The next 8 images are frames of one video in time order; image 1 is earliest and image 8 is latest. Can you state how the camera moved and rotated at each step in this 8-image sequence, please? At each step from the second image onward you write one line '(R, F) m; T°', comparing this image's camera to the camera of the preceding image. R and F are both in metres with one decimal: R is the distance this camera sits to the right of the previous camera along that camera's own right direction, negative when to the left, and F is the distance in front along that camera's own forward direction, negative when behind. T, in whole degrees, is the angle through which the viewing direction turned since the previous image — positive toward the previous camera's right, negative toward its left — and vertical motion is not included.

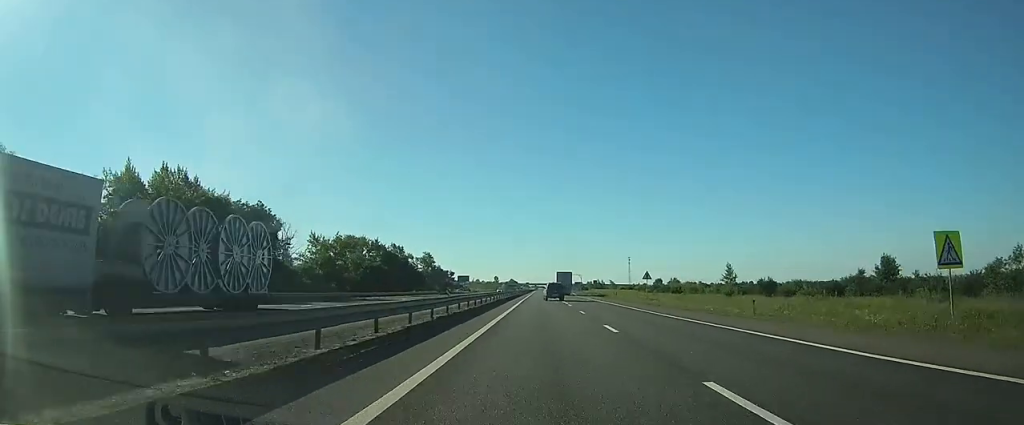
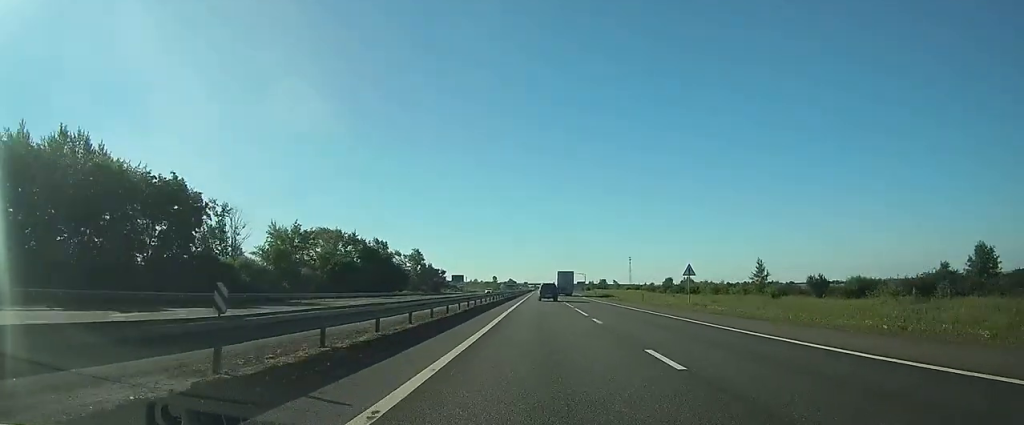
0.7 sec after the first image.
(0.0, +19.8) m; 0°
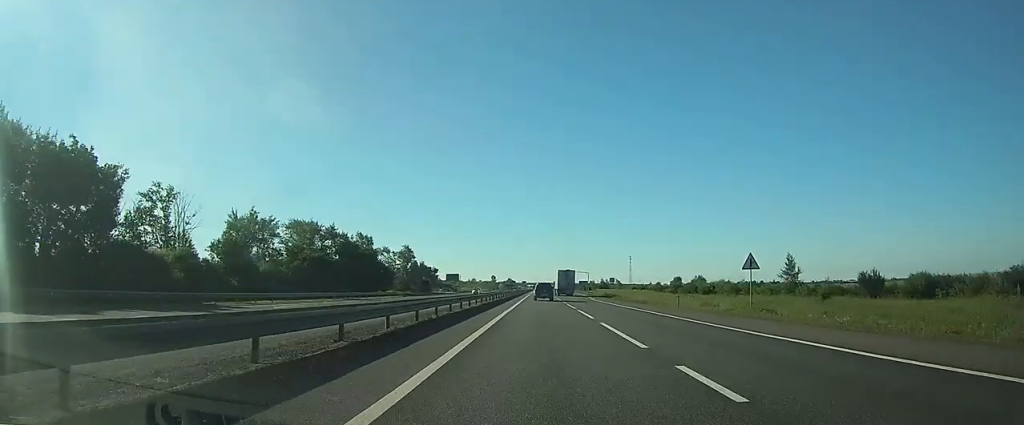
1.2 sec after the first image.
(0.0, +14.8) m; 0°
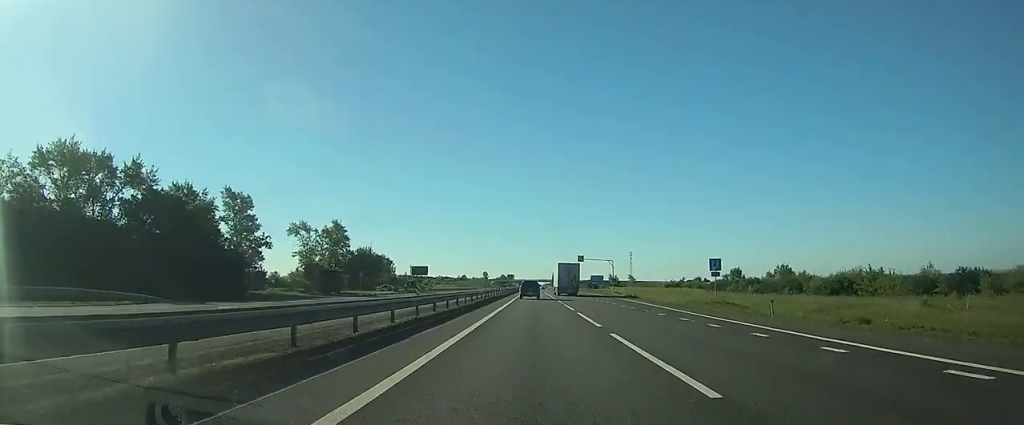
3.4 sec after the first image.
(+0.1, +65.4) m; 0°
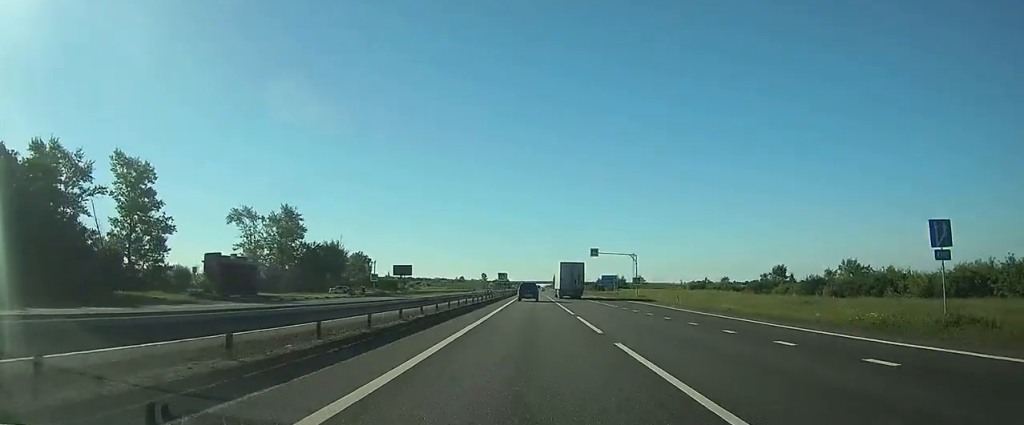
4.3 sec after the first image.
(+0.1, +26.1) m; 0°
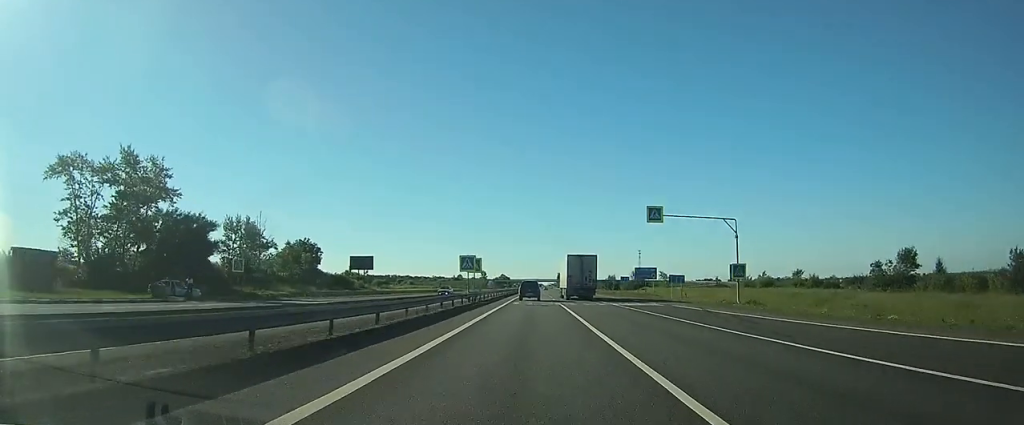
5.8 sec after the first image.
(+0.1, +43.0) m; 0°
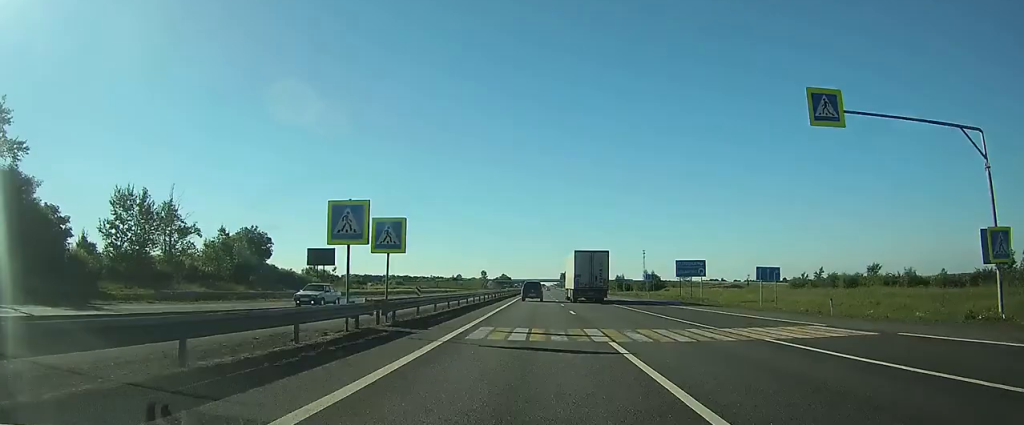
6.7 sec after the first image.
(-0.1, +26.3) m; -1°
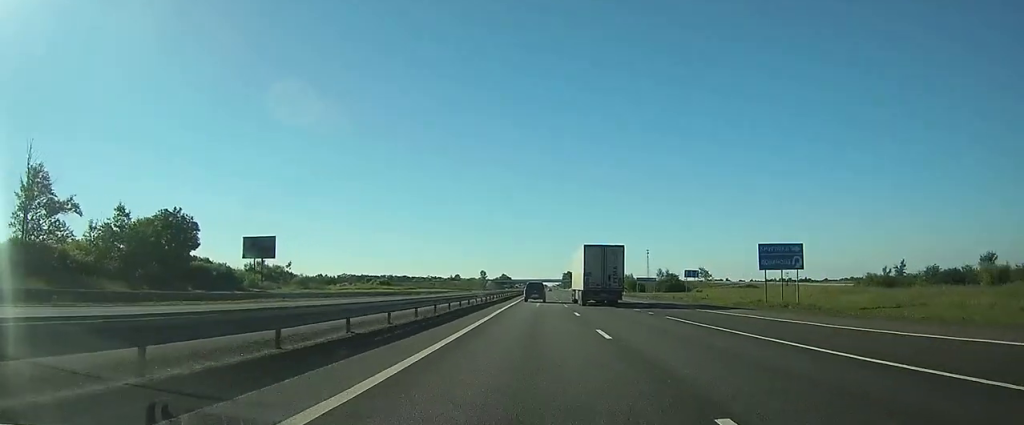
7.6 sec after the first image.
(-0.1, +25.0) m; 0°
